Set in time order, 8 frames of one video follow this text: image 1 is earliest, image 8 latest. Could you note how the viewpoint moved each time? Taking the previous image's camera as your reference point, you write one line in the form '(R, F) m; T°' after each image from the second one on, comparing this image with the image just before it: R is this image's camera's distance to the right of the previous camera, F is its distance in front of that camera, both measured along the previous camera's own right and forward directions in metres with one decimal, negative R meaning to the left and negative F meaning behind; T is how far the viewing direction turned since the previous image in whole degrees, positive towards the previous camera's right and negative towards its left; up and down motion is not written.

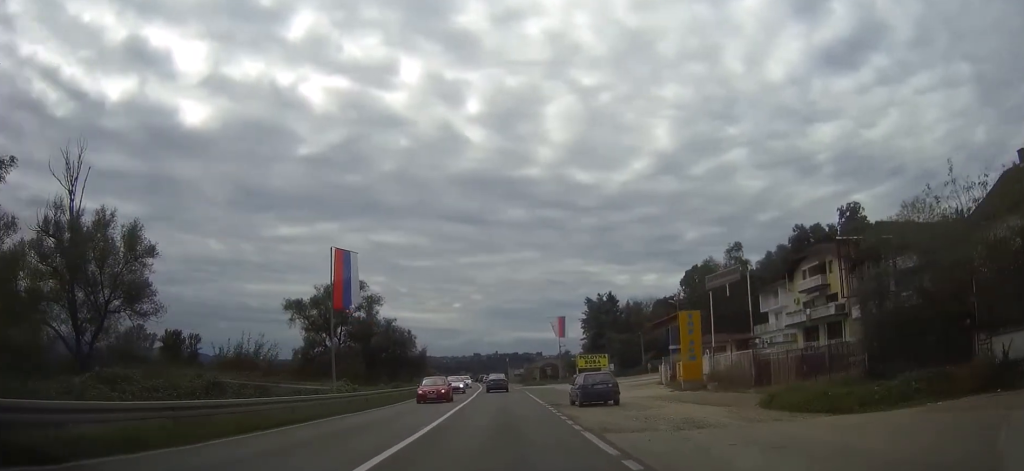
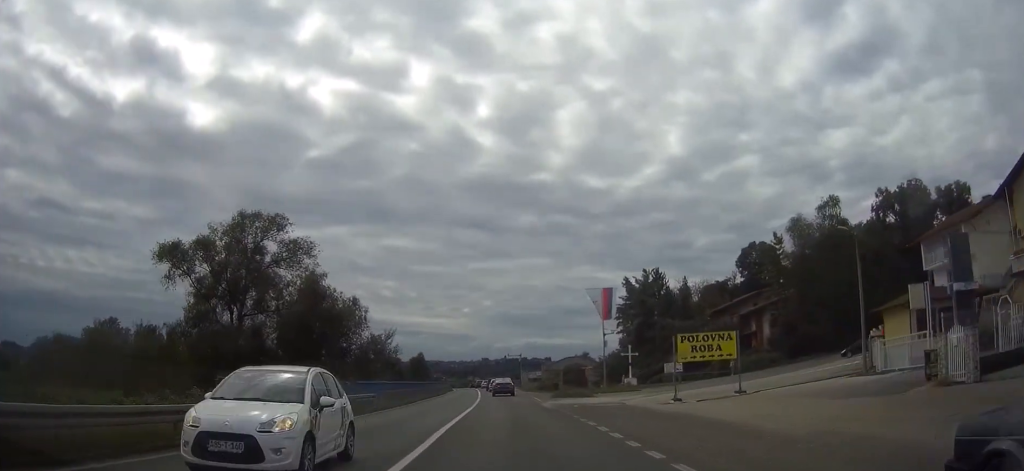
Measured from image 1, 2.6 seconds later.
(-0.4, +36.2) m; -1°
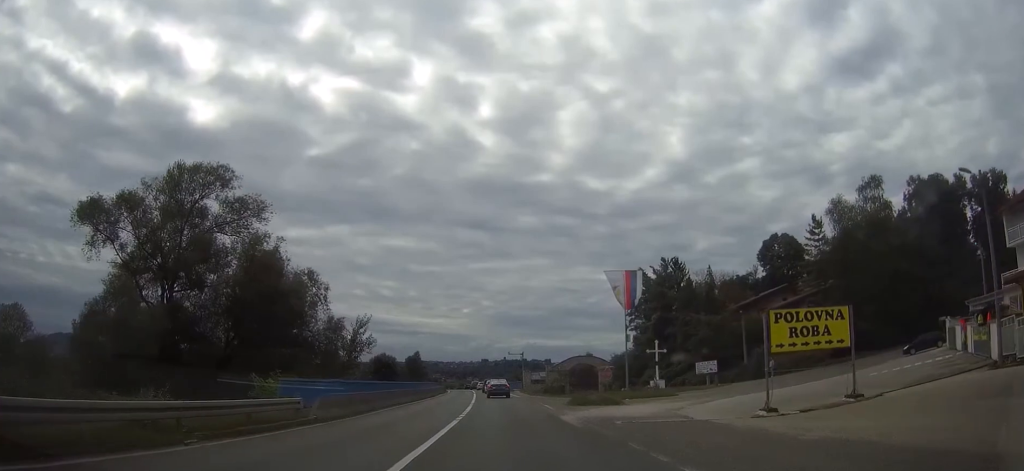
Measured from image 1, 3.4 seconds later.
(0.0, +11.8) m; 0°
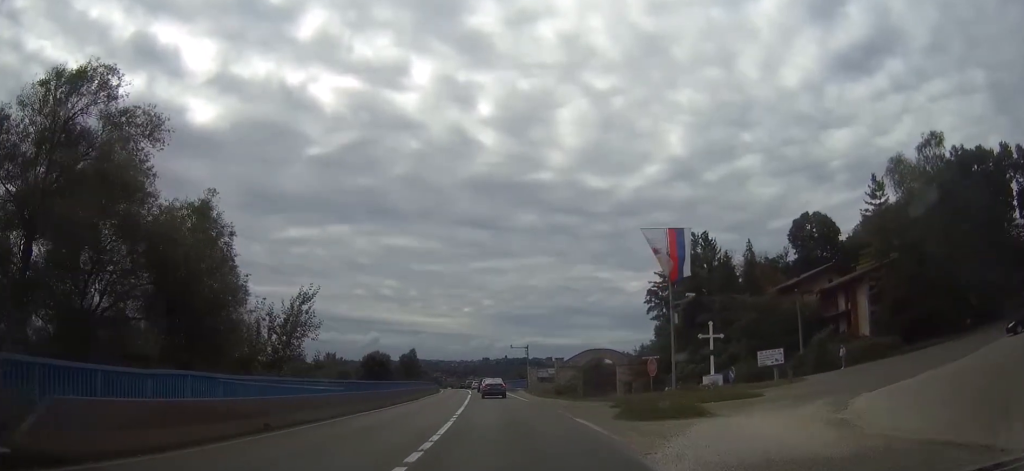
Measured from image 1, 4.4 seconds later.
(0.0, +14.7) m; 0°
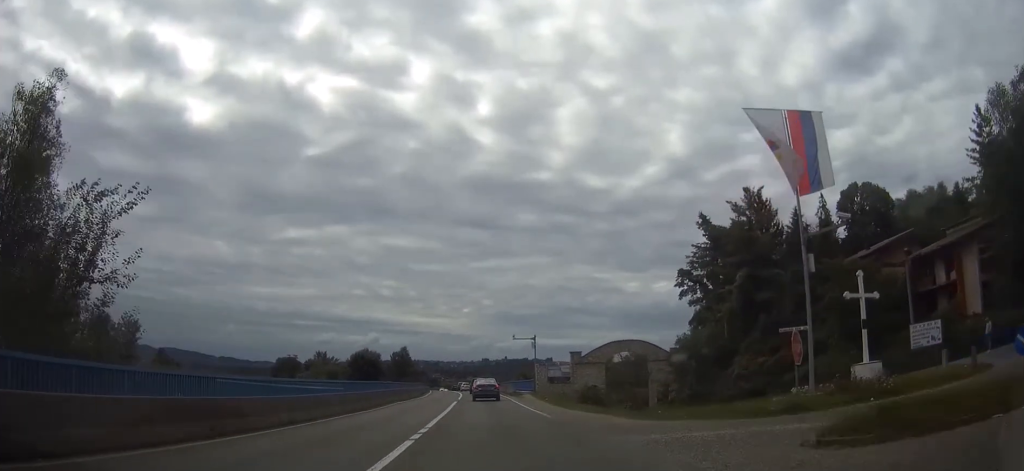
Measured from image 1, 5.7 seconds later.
(0.0, +18.5) m; 0°
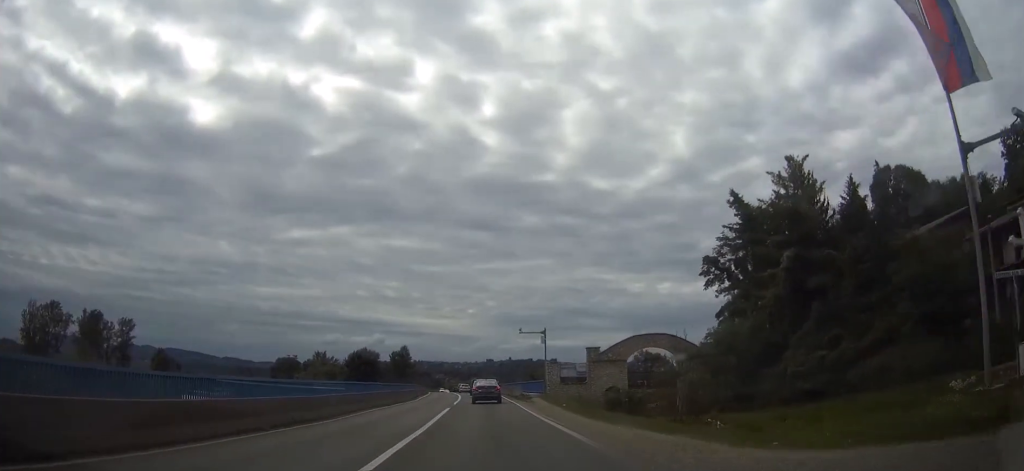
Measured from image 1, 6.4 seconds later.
(0.0, +9.3) m; 0°
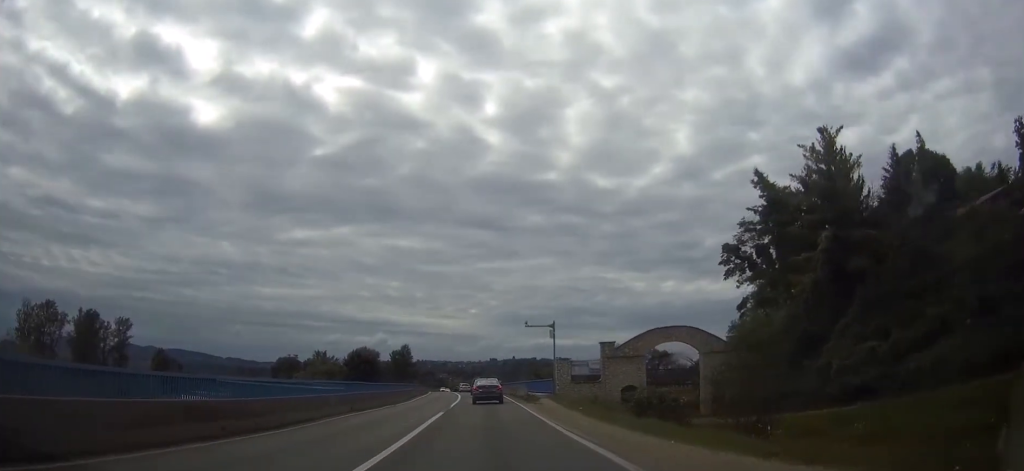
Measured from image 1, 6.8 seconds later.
(0.0, +5.9) m; 0°
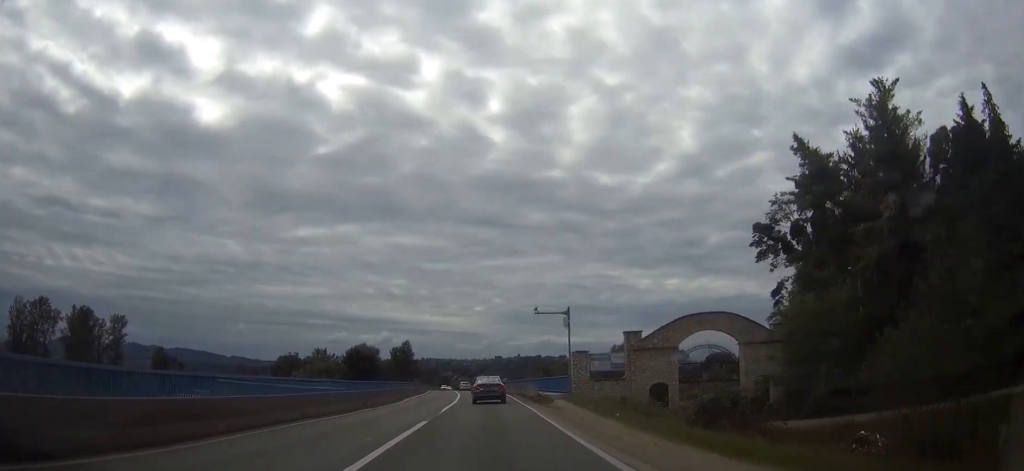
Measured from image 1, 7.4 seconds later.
(0.0, +8.1) m; 0°
